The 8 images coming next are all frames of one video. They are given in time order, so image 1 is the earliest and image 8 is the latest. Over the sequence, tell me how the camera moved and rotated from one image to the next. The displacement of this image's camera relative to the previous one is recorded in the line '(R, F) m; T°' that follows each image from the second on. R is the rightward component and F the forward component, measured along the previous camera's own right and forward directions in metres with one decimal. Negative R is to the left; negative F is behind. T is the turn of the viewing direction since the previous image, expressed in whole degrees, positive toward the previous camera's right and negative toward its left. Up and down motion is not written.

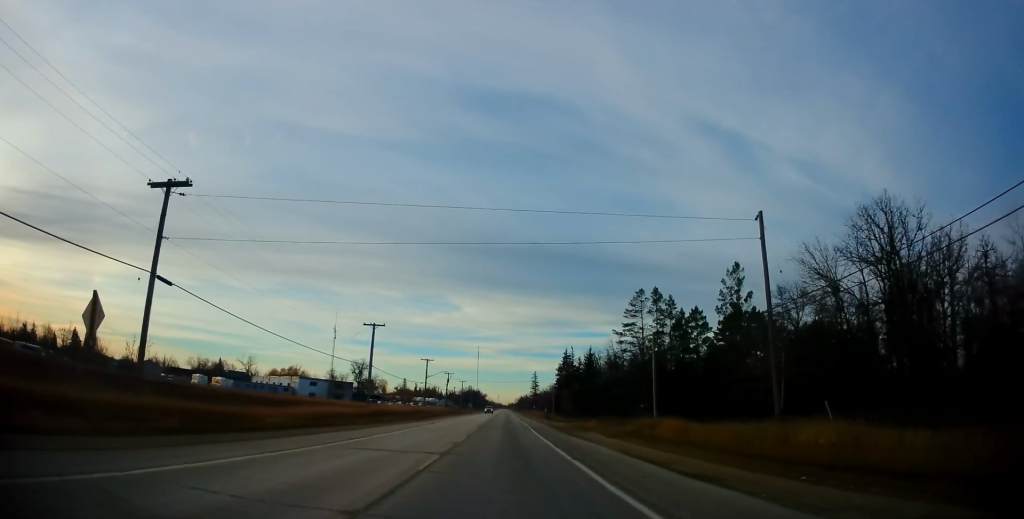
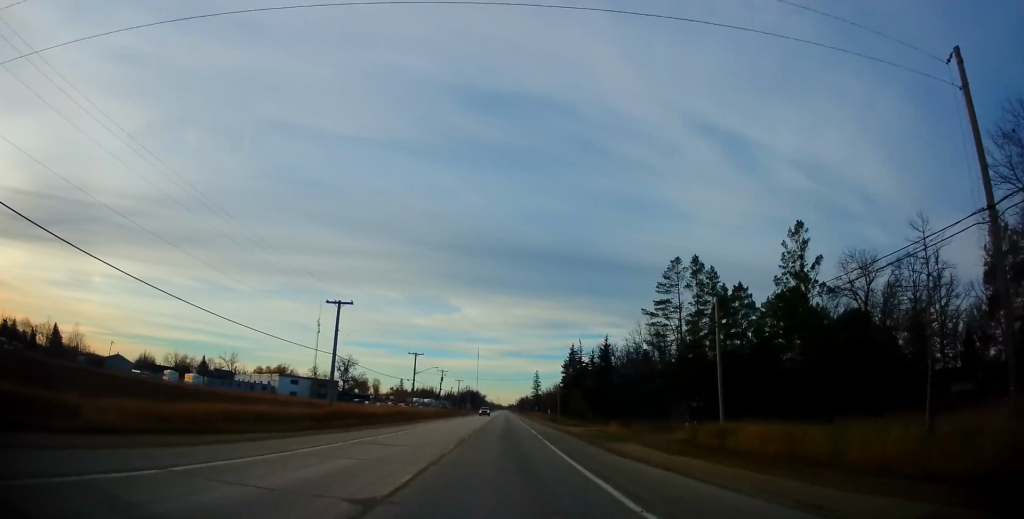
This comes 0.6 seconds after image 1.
(0.0, +11.7) m; 0°
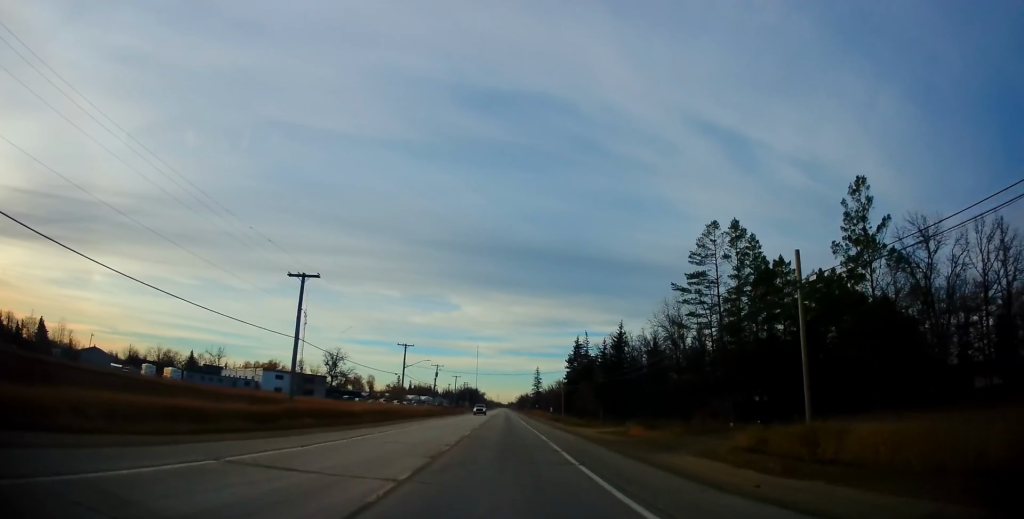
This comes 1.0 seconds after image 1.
(0.0, +8.2) m; 0°
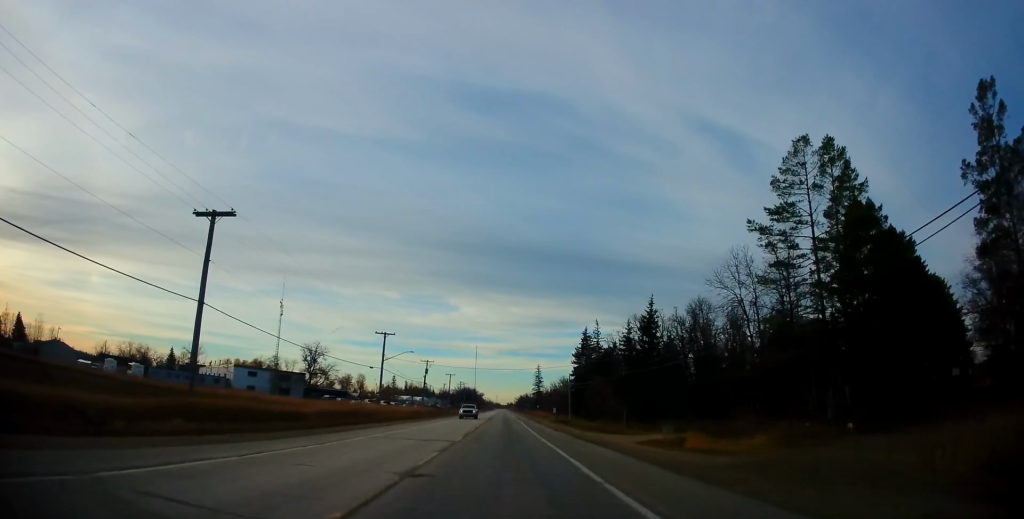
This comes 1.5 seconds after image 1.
(0.0, +11.7) m; 0°
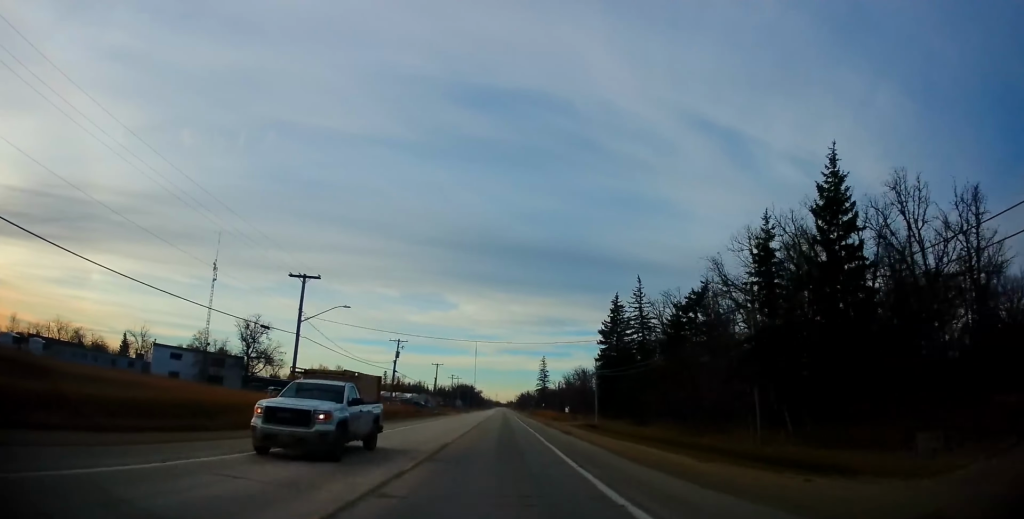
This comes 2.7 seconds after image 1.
(0.0, +28.6) m; 0°
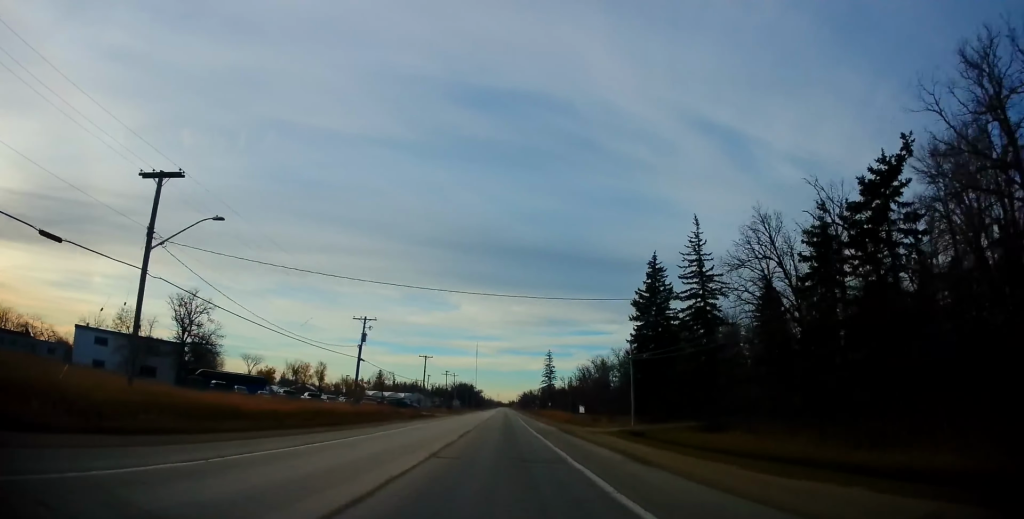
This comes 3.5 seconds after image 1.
(0.0, +19.3) m; 0°
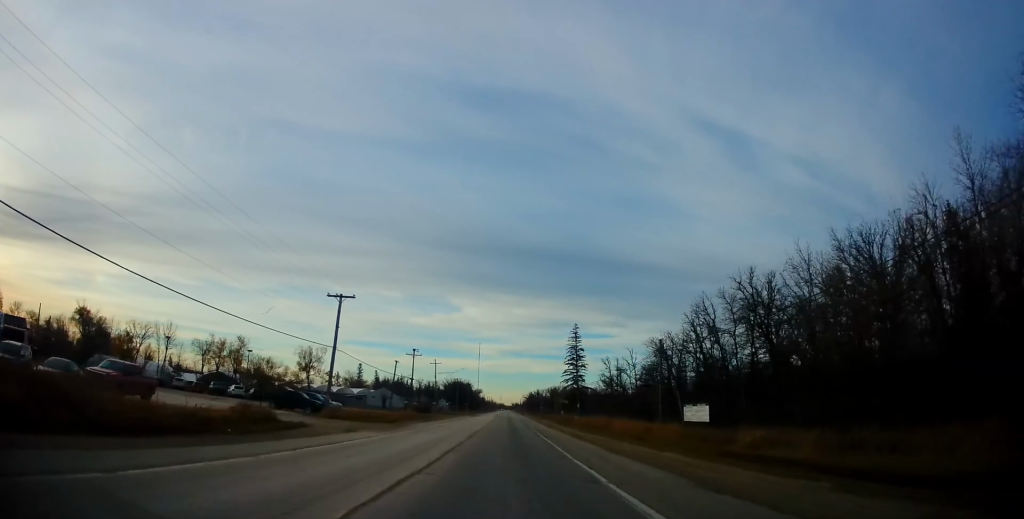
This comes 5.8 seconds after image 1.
(-0.1, +61.5) m; 0°
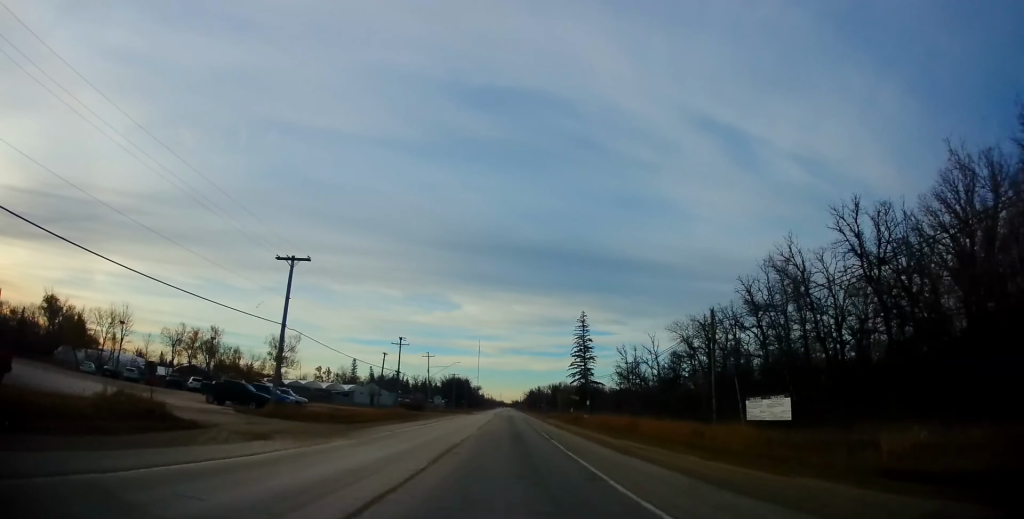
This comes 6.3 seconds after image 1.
(0.0, +11.8) m; 0°
